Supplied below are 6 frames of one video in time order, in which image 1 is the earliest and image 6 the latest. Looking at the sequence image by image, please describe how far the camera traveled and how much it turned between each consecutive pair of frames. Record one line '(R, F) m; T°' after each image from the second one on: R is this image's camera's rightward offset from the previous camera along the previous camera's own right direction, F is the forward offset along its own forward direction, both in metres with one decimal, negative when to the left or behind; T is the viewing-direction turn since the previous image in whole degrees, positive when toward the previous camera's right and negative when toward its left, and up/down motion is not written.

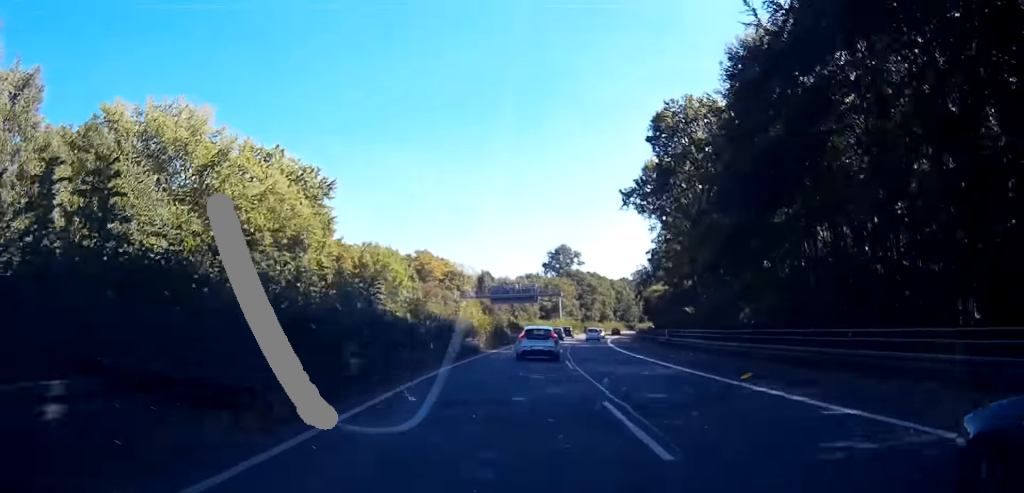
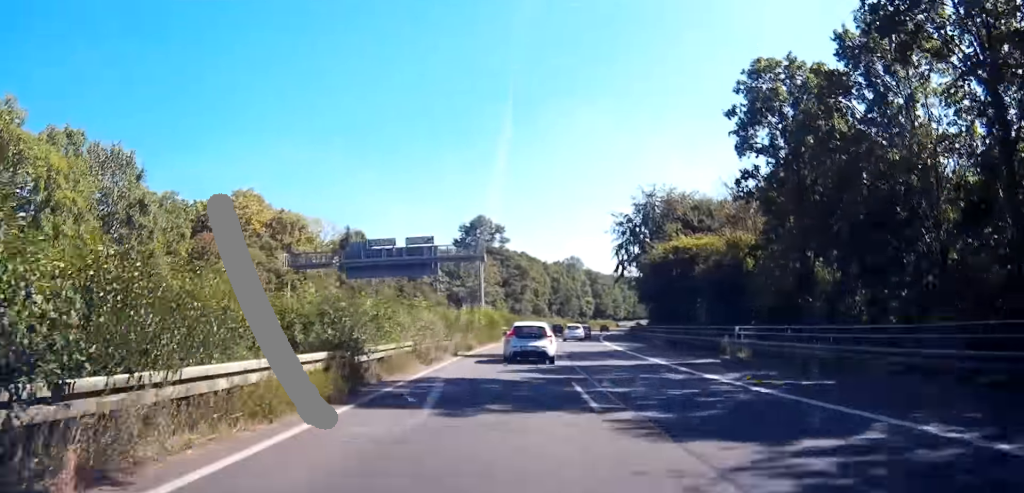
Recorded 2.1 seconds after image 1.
(+4.4, +64.7) m; +7°
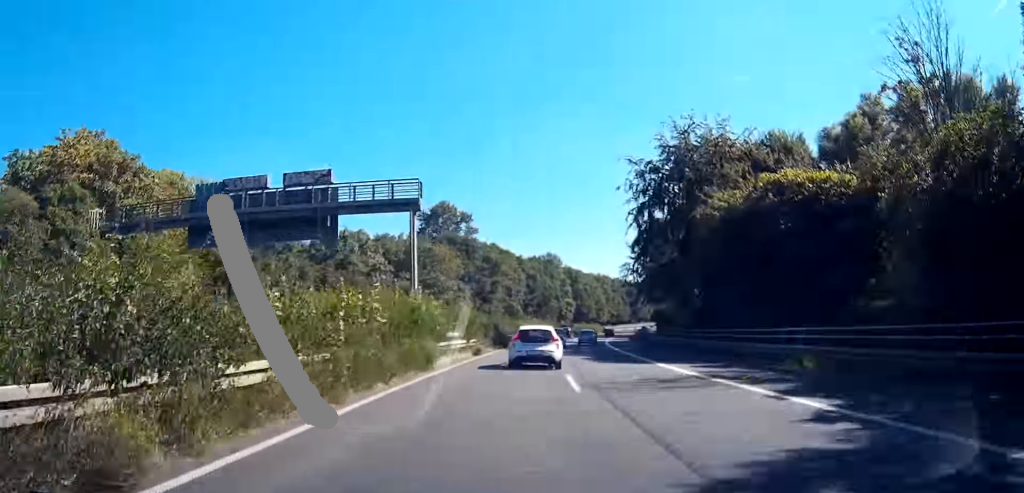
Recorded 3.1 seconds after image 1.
(+0.3, +31.1) m; +1°
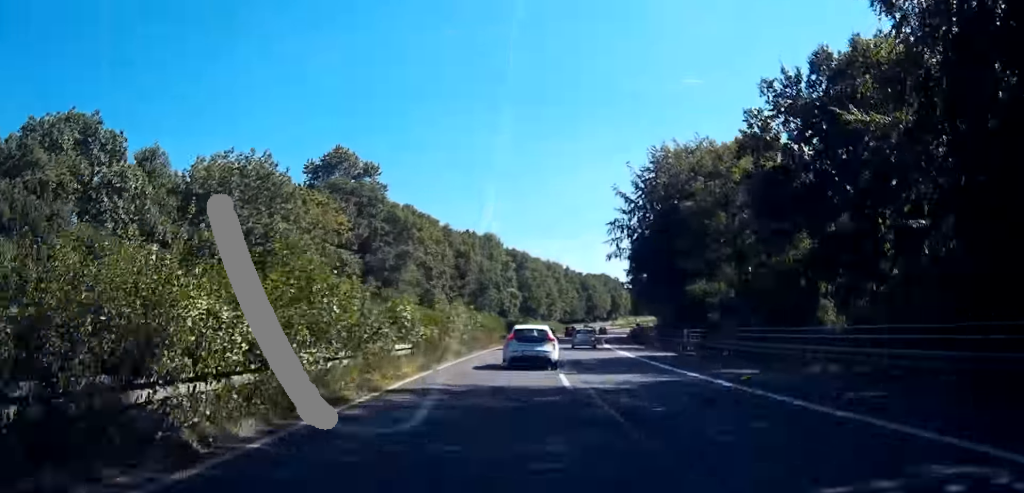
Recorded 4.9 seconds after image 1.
(-3.0, +53.9) m; -5°
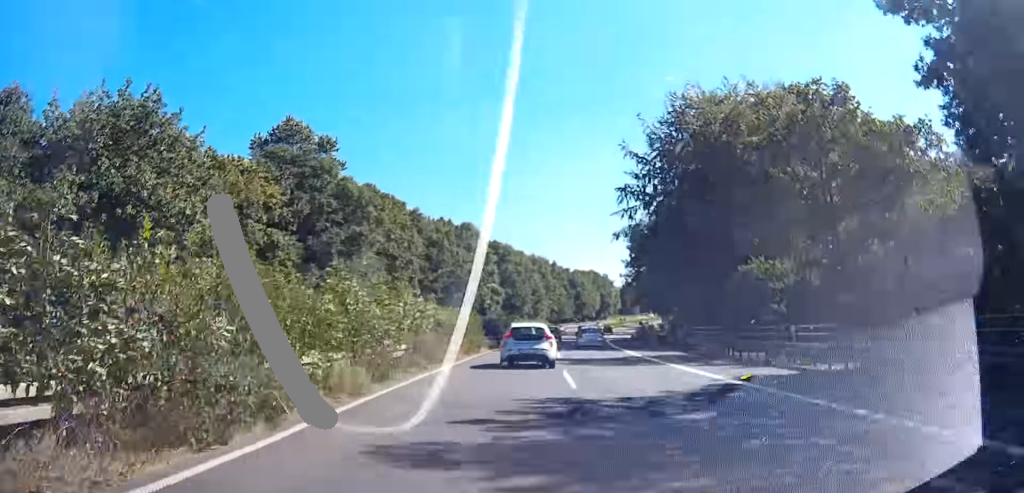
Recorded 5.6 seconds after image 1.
(-0.2, +19.8) m; +3°
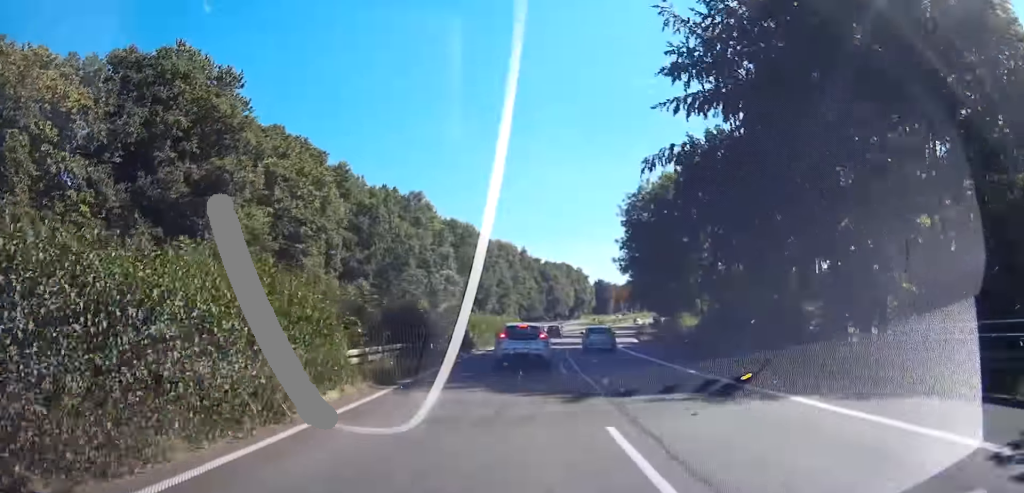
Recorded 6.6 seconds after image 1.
(+2.7, +29.5) m; +8°
